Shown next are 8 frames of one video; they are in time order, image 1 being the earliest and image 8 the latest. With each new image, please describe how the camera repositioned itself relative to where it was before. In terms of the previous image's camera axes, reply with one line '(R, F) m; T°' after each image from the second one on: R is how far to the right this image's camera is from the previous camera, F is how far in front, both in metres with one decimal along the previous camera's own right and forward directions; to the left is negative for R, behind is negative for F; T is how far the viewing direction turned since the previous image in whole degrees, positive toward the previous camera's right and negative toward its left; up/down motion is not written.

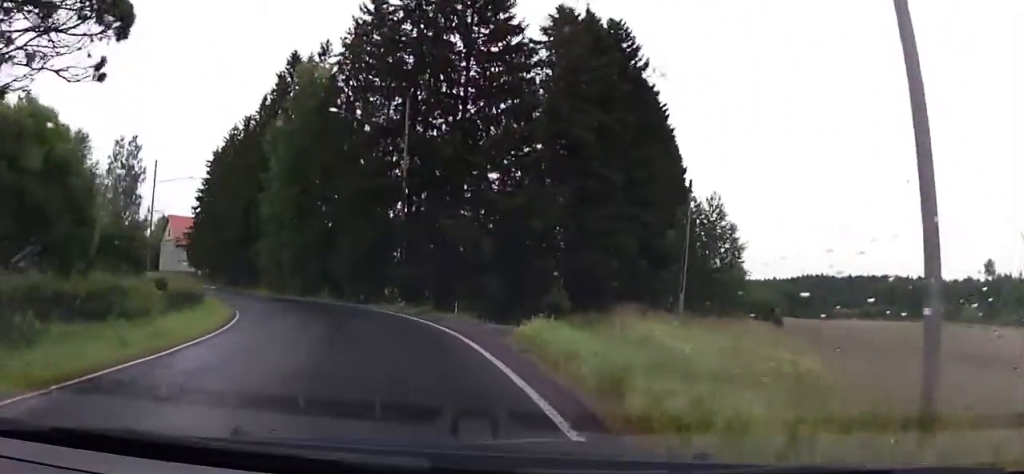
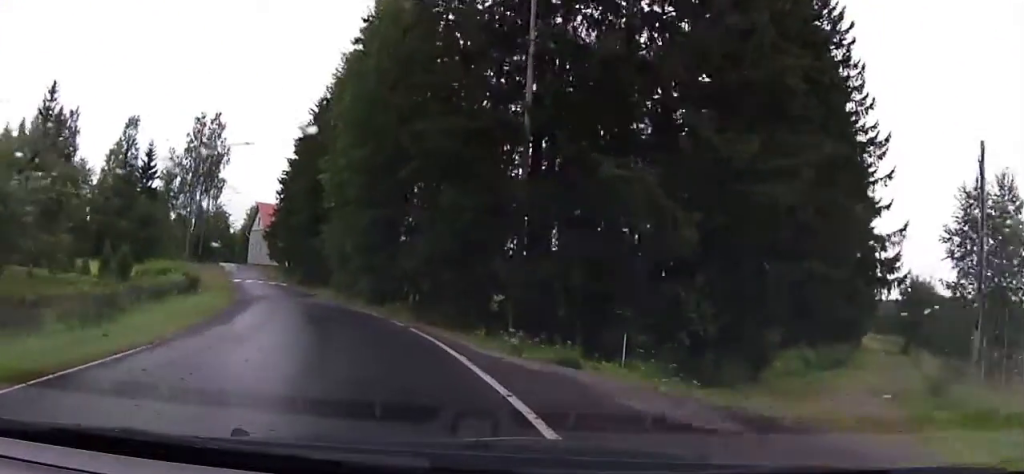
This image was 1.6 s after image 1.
(-1.5, +14.9) m; -11°
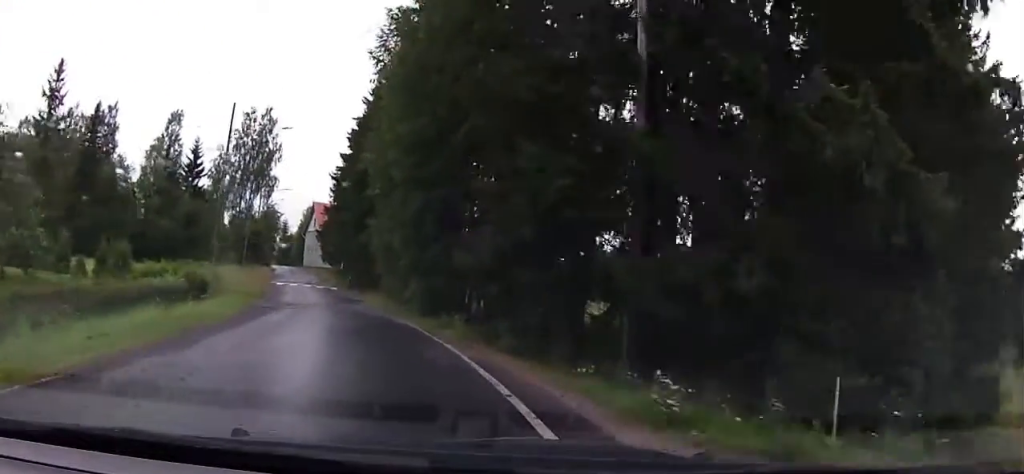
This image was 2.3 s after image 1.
(-0.2, +6.3) m; -4°
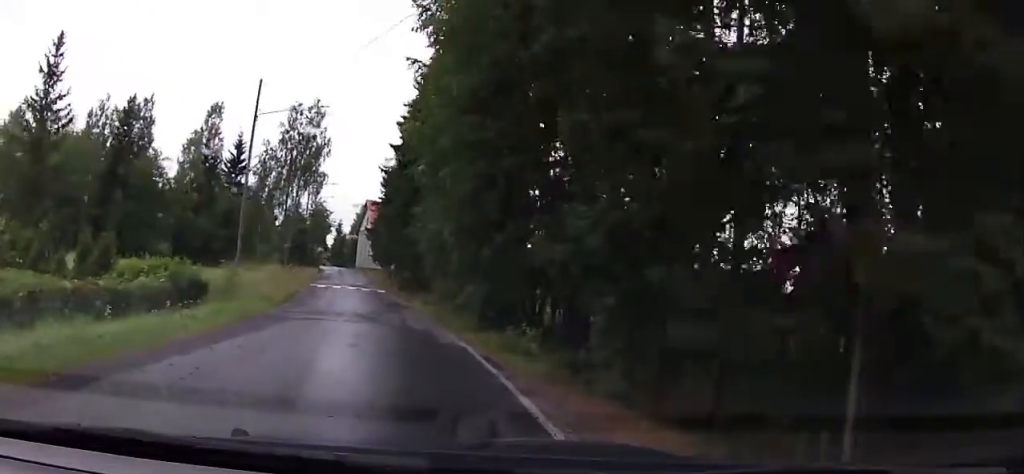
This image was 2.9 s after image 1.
(0.0, +5.6) m; -4°
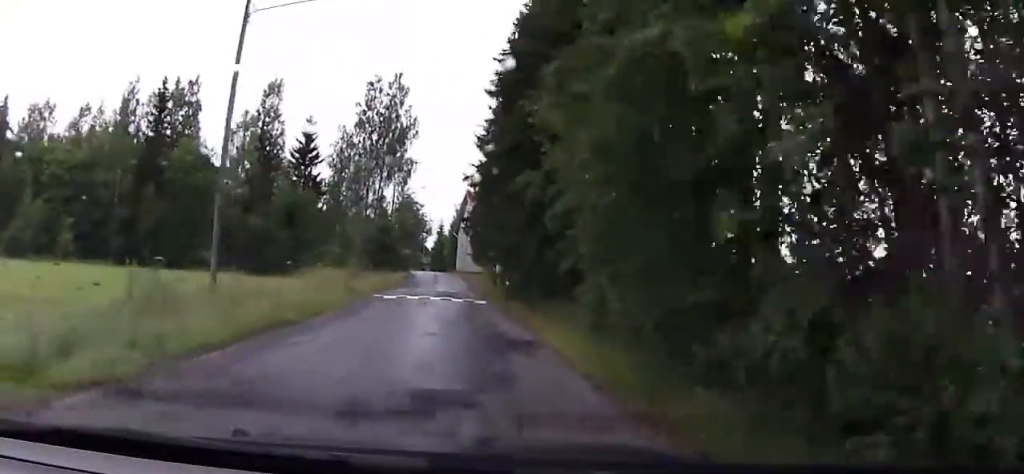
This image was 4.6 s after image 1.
(-1.2, +13.3) m; -7°
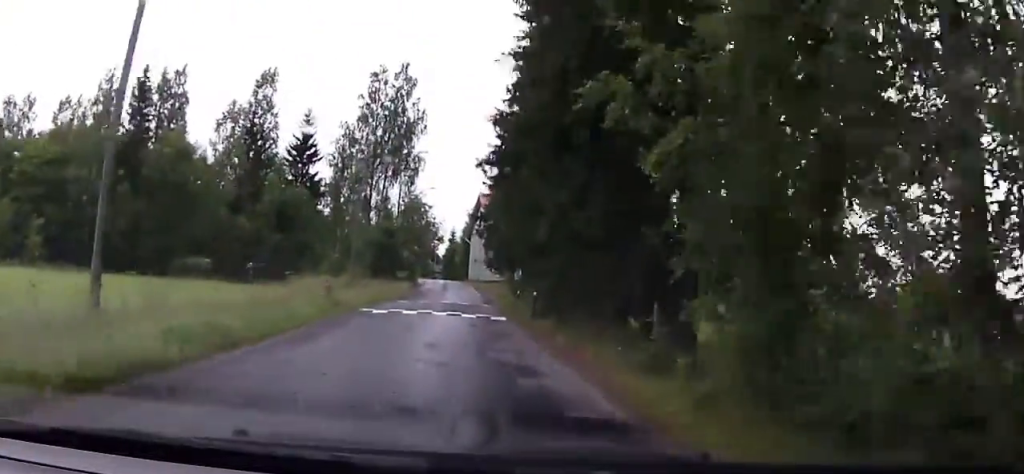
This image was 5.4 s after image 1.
(0.0, +5.5) m; -1°
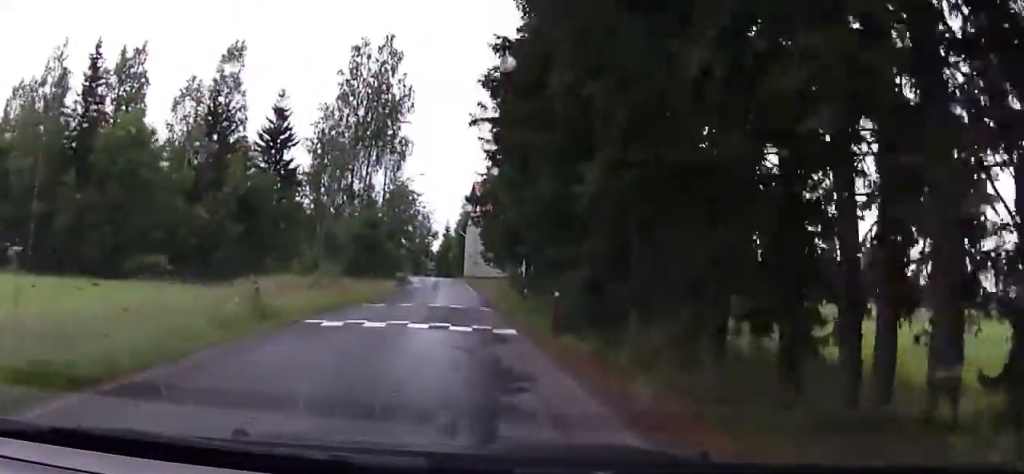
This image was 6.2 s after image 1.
(-0.1, +6.3) m; -2°
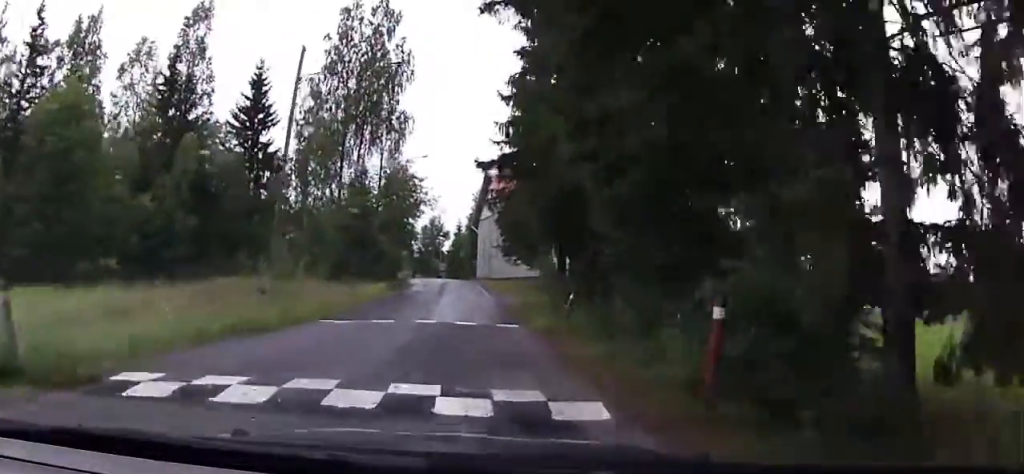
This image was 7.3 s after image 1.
(-0.2, +9.2) m; -2°
